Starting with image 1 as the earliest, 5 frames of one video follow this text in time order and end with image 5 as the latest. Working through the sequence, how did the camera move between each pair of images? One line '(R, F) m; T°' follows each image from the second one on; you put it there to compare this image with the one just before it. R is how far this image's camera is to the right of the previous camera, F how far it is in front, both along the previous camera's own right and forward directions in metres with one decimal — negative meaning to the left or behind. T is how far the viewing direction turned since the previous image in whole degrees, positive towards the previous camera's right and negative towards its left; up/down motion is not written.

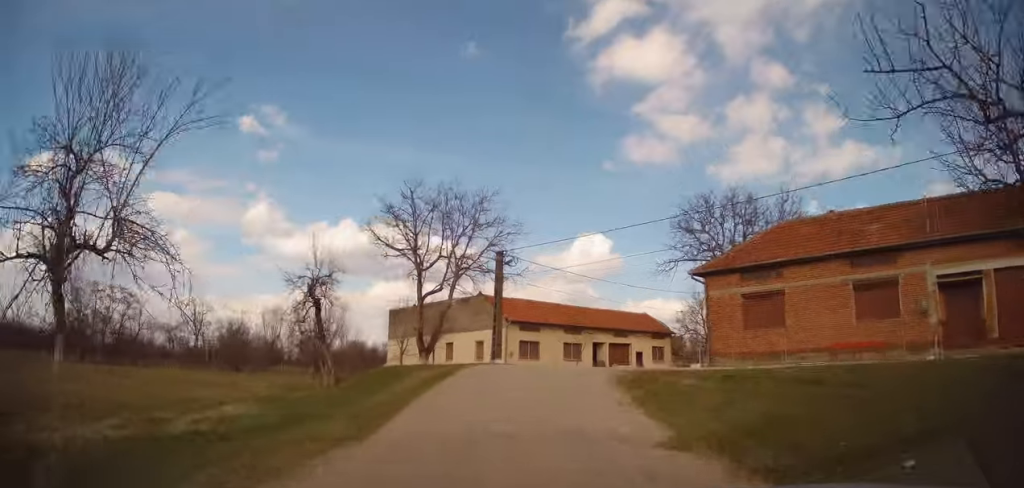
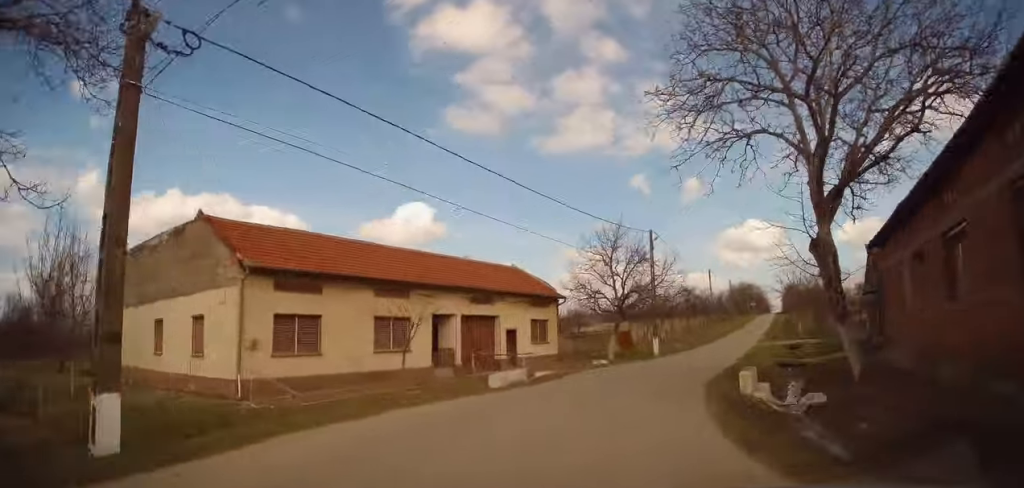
(+3.9, +24.6) m; +21°
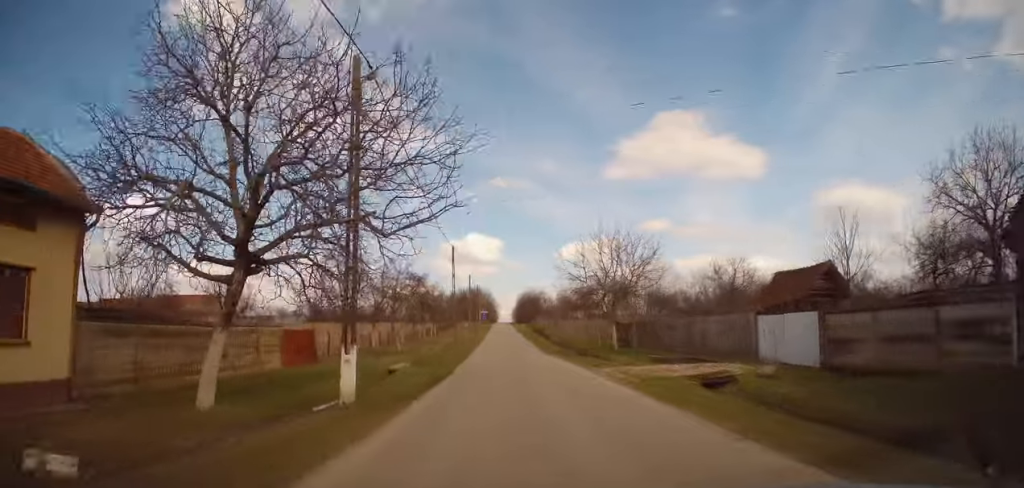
(+5.4, +22.7) m; +24°
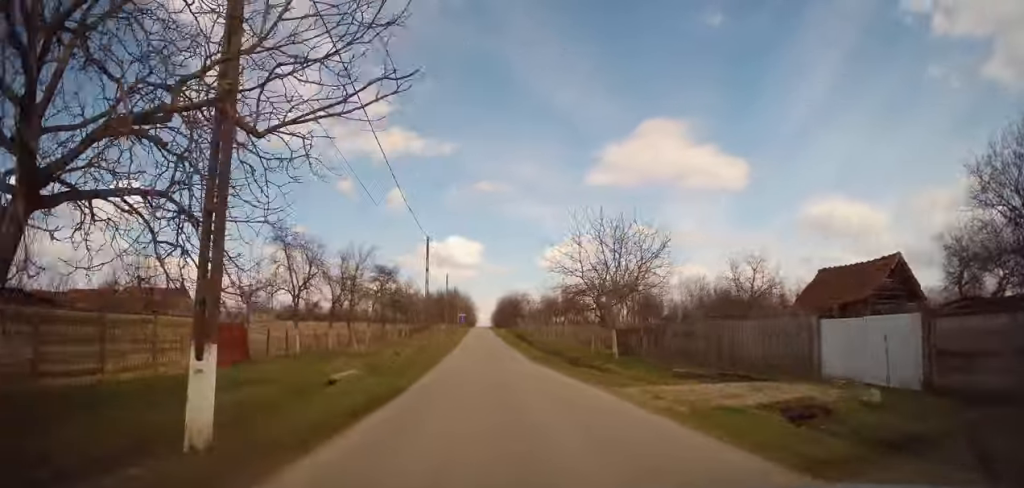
(+0.2, +5.4) m; +4°
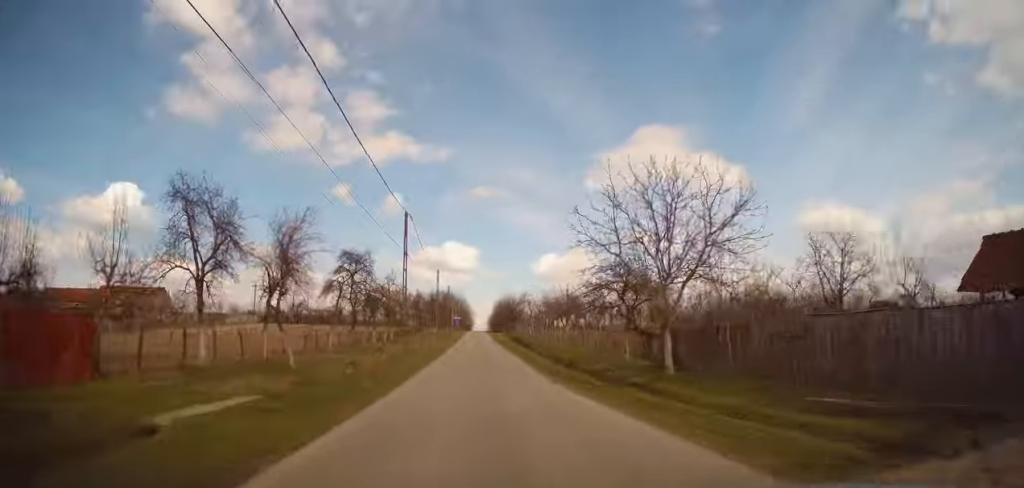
(+0.3, +8.7) m; +4°
